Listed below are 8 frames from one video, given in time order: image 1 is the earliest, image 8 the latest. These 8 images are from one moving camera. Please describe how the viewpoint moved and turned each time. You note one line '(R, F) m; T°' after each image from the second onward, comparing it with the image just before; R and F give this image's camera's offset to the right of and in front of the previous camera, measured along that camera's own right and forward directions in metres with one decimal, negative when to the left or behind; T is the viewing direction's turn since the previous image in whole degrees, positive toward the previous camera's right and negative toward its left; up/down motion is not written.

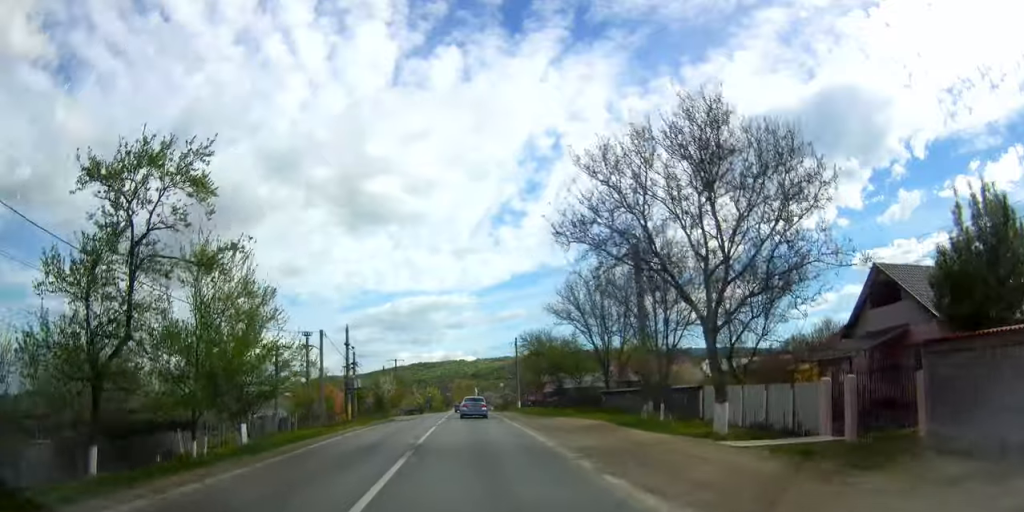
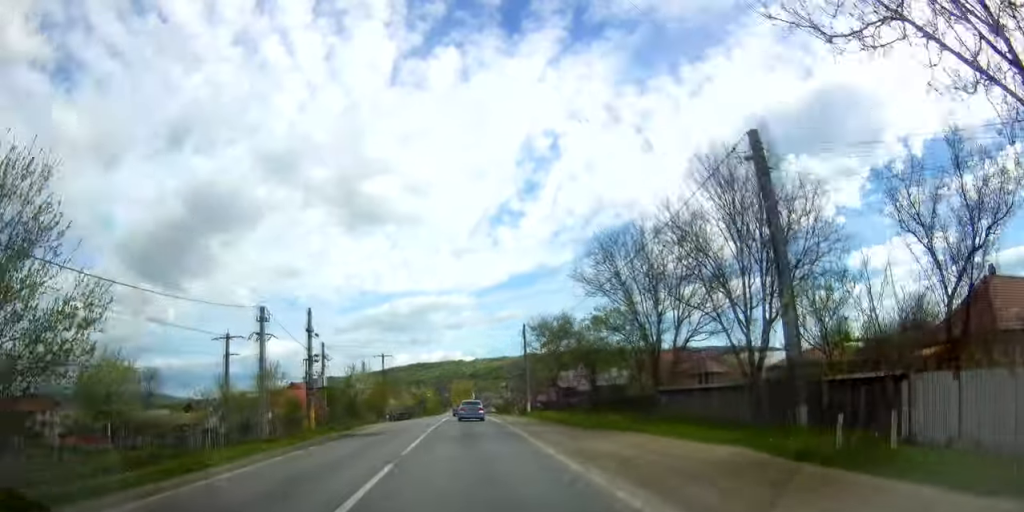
(0.0, +12.9) m; 0°
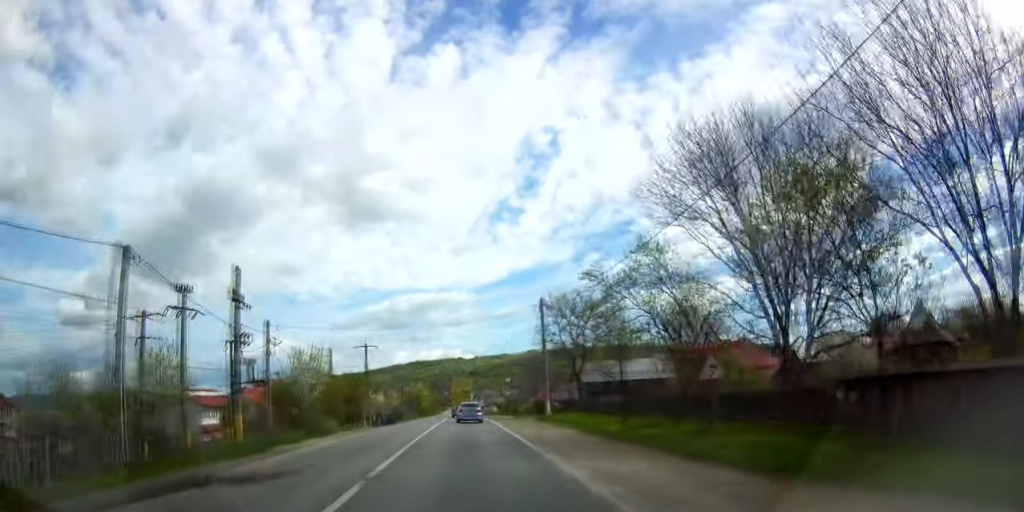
(0.0, +14.2) m; 0°
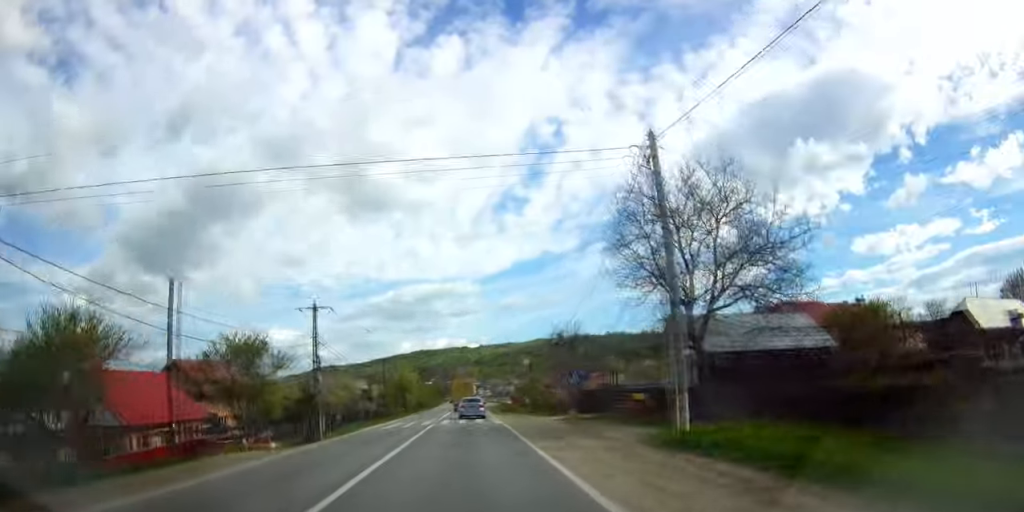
(+0.5, +25.9) m; +1°
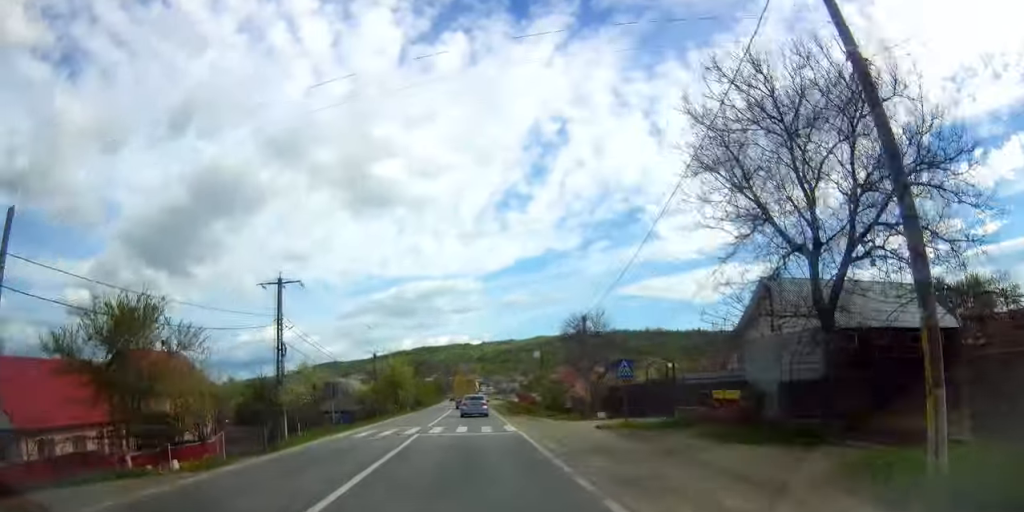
(0.0, +9.9) m; 0°
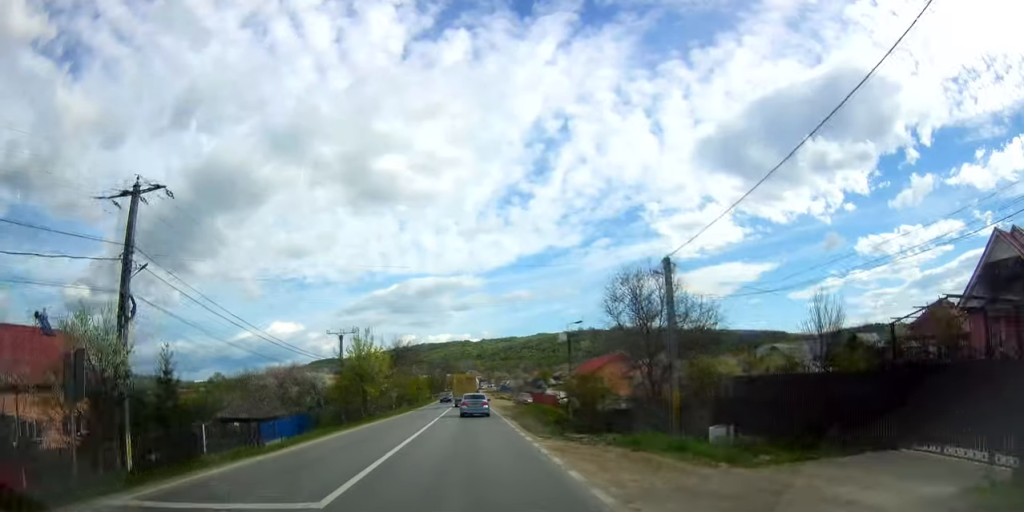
(-0.3, +19.2) m; -1°
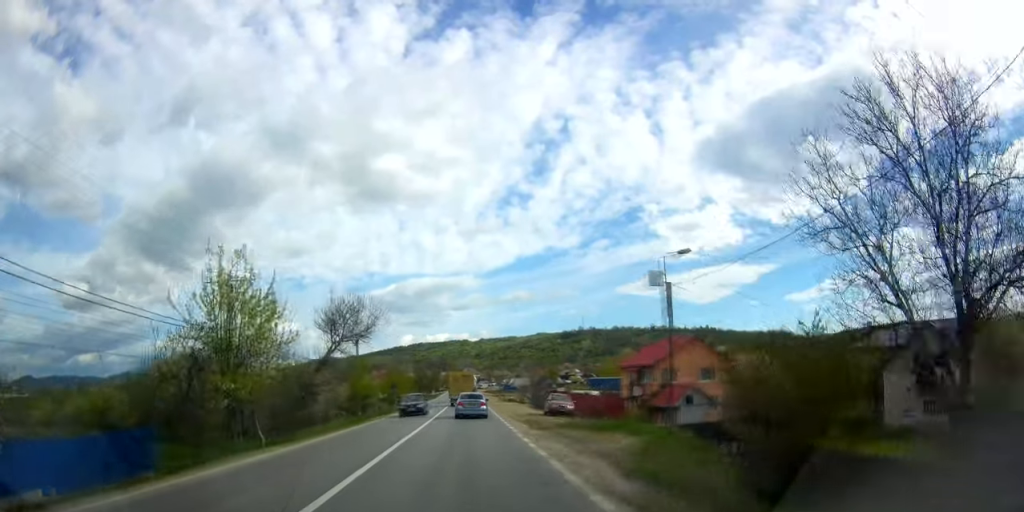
(-0.2, +26.2) m; 0°
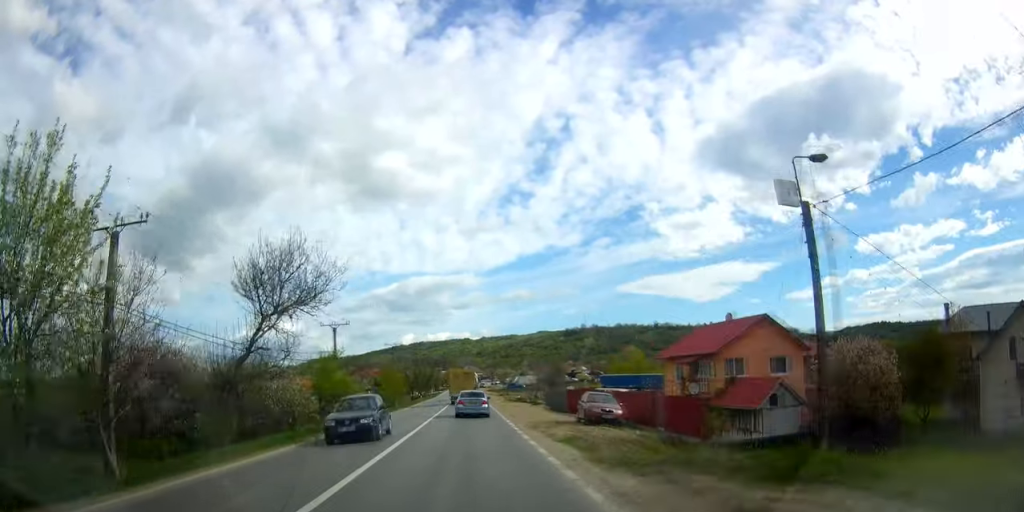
(0.0, +11.8) m; 0°
